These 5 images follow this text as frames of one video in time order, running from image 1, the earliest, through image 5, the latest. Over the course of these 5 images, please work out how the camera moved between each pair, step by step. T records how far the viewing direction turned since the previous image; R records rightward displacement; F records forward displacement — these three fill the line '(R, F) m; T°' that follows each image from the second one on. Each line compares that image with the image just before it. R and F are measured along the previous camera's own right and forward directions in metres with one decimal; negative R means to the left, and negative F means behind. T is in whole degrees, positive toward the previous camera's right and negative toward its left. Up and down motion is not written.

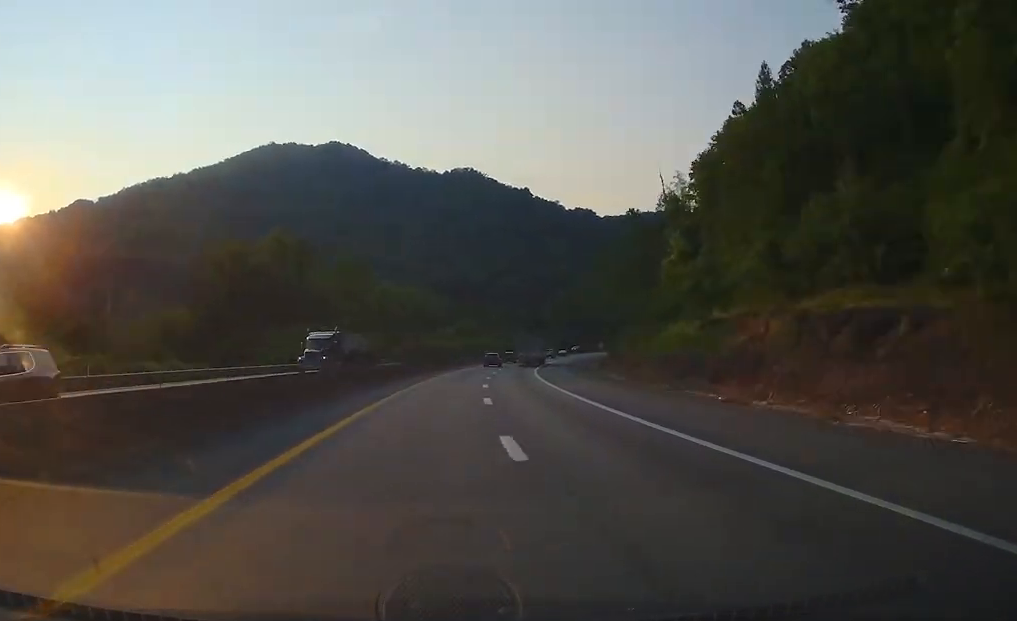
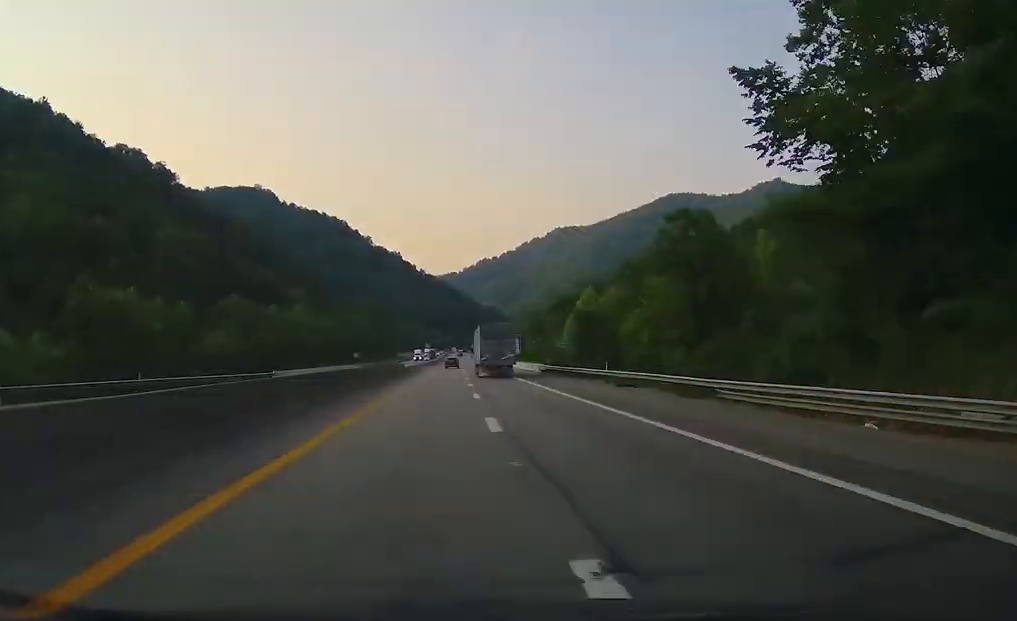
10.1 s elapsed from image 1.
(+101.4, +309.3) m; +29°
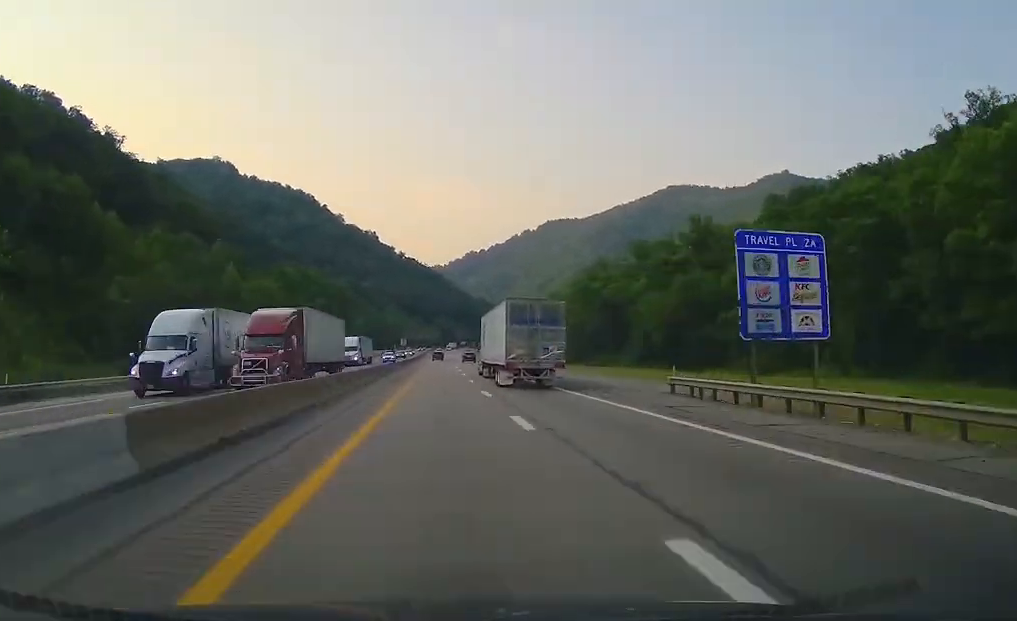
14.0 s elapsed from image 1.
(+4.2, +129.8) m; +2°
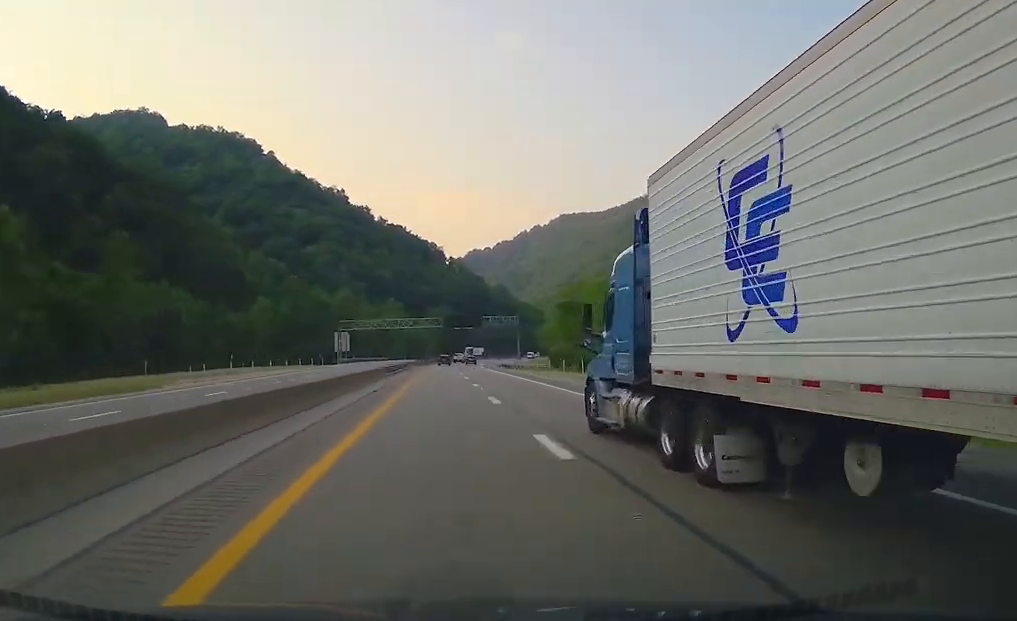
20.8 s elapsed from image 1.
(+1.5, +228.8) m; +2°
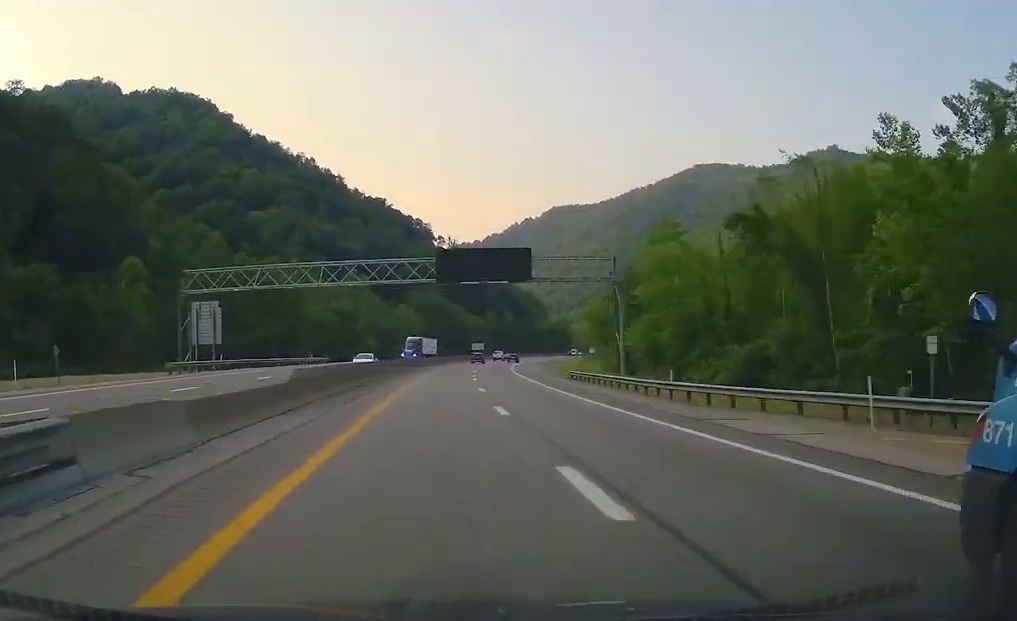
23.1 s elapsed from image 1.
(-0.9, +75.4) m; +3°
